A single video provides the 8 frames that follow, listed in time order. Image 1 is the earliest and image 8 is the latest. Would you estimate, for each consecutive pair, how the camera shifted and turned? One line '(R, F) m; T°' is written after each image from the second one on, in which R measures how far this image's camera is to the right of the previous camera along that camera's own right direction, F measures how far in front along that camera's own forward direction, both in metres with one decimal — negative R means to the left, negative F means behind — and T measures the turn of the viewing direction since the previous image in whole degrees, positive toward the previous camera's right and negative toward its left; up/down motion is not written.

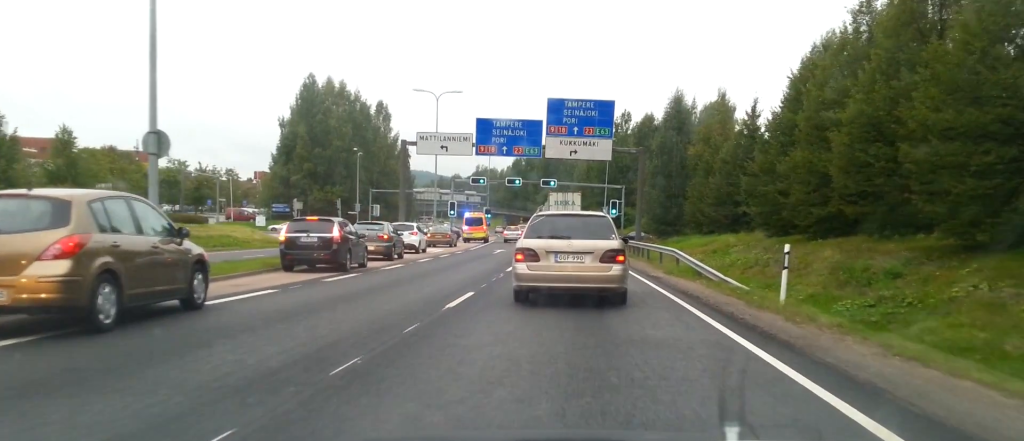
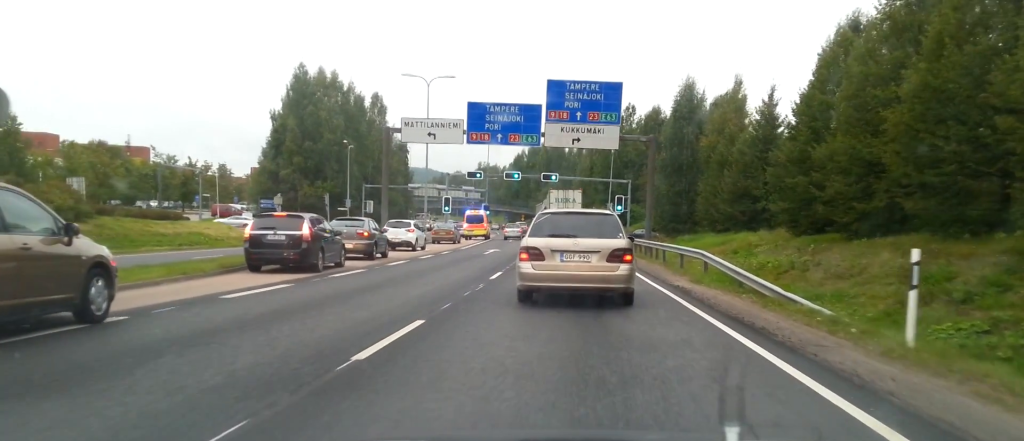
(+0.1, +4.8) m; +2°
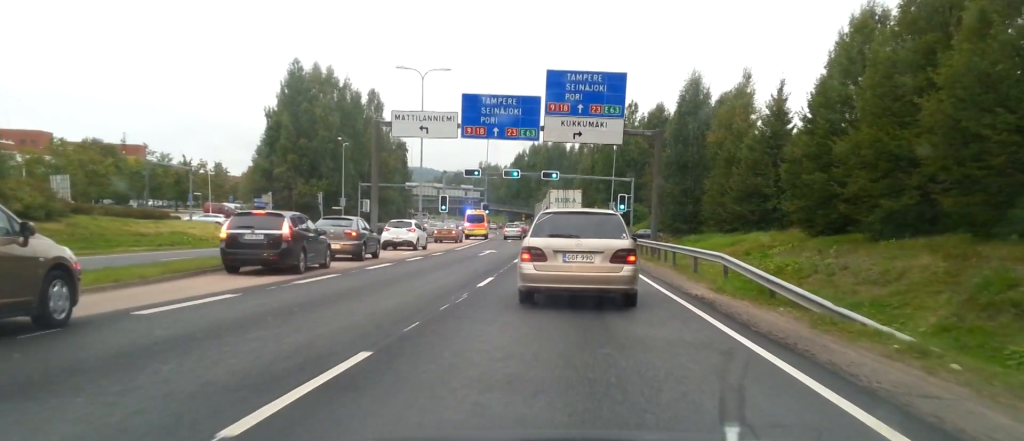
(+0.1, +2.5) m; +1°
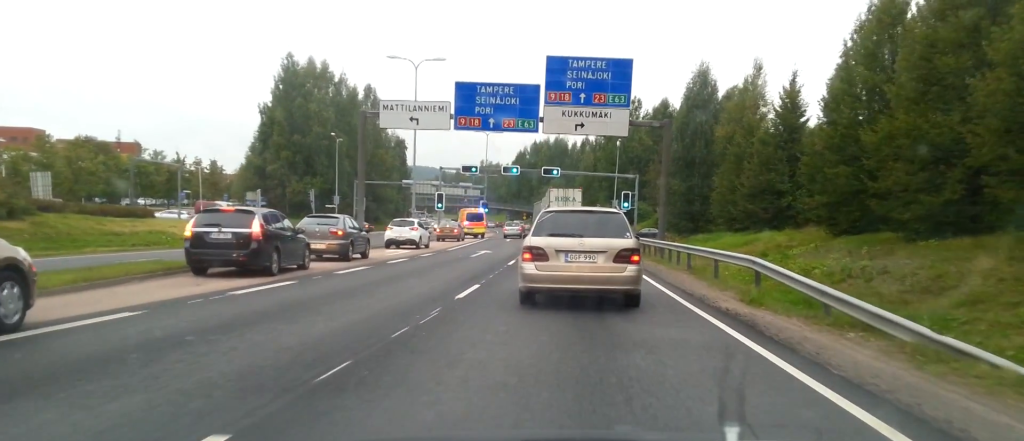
(-0.1, +3.2) m; +1°
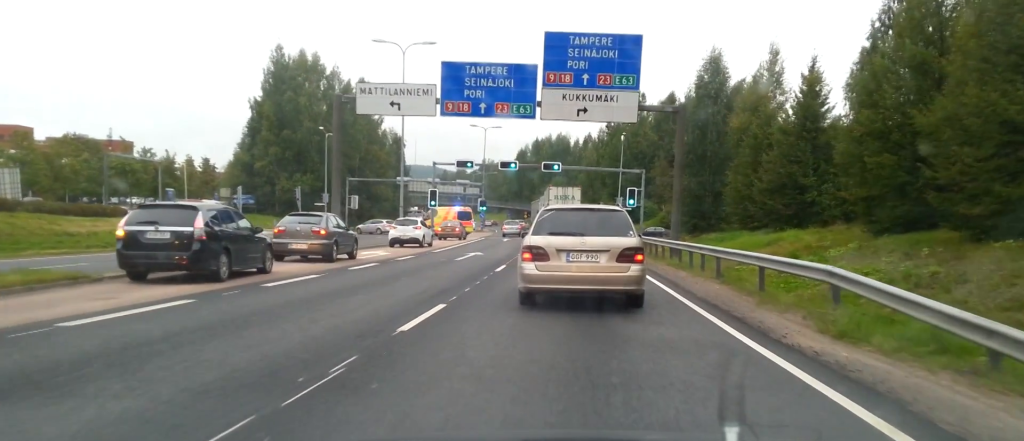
(0.0, +4.7) m; 0°
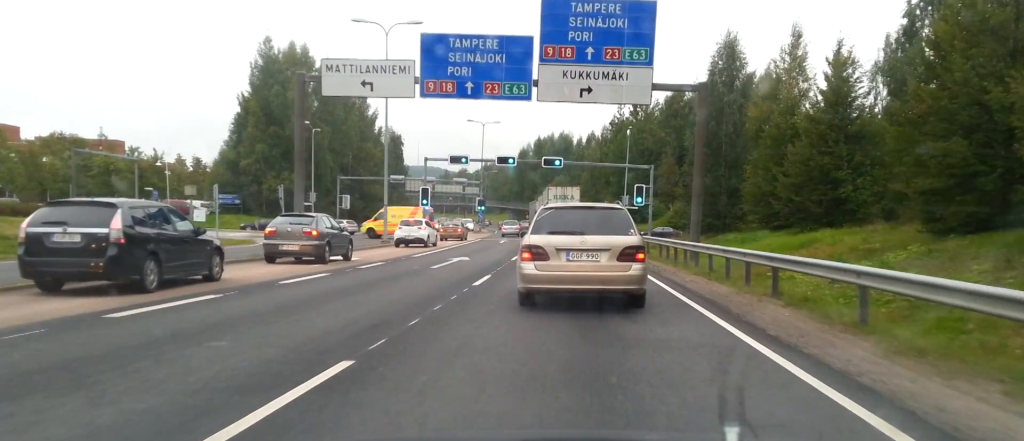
(+0.1, +5.3) m; -2°
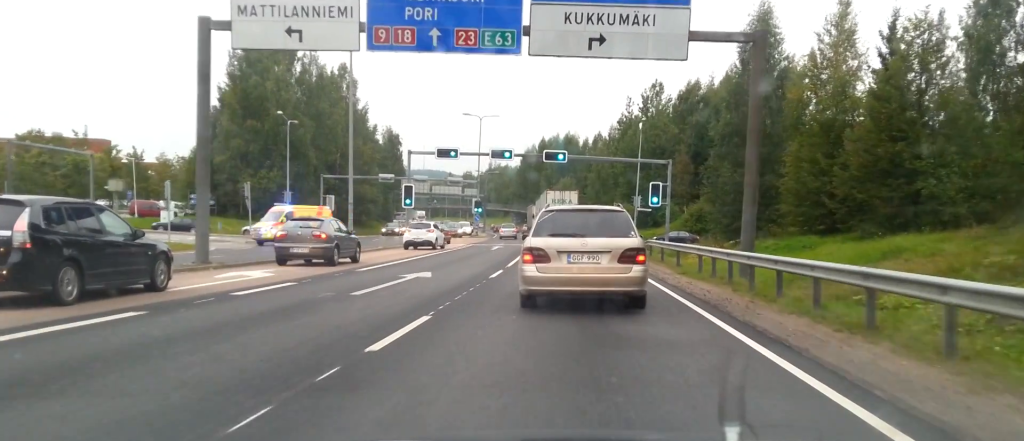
(-0.1, +8.6) m; +1°
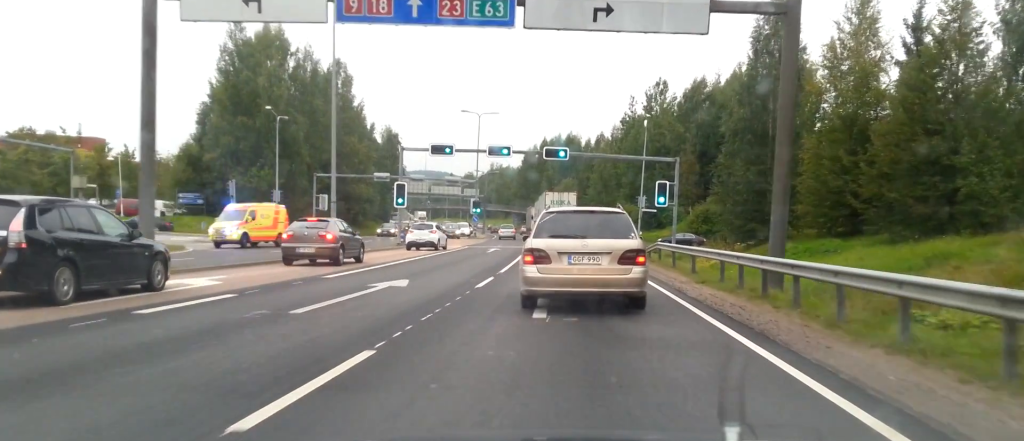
(+0.1, +3.0) m; 0°
